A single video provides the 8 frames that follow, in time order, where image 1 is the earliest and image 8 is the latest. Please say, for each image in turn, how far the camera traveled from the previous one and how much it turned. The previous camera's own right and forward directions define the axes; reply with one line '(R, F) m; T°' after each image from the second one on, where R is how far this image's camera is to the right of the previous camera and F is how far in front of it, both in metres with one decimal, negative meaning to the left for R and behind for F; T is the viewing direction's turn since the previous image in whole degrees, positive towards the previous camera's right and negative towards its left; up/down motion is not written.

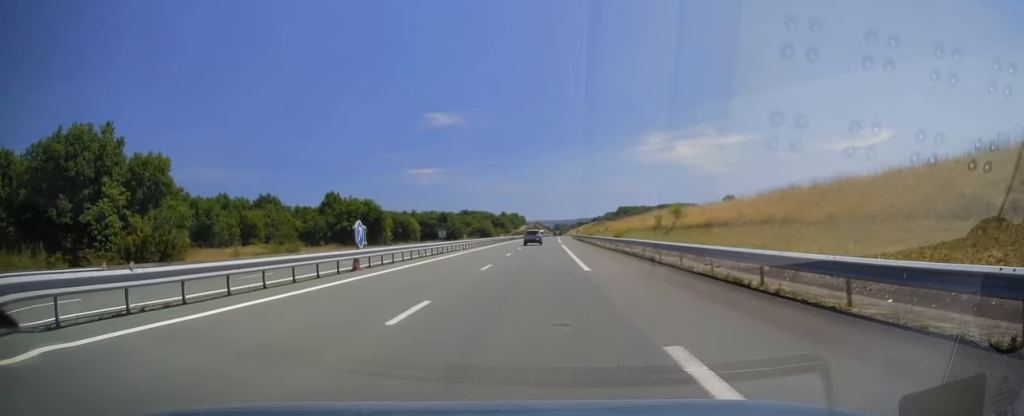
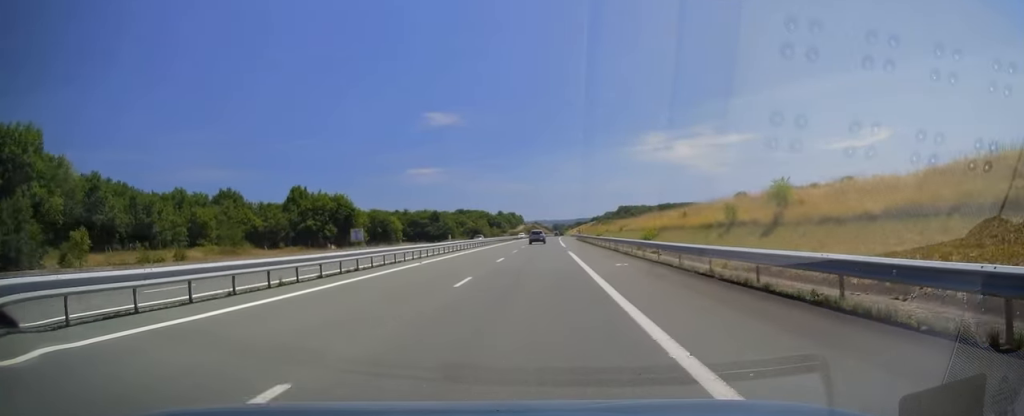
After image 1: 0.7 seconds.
(+0.2, +19.7) m; +1°
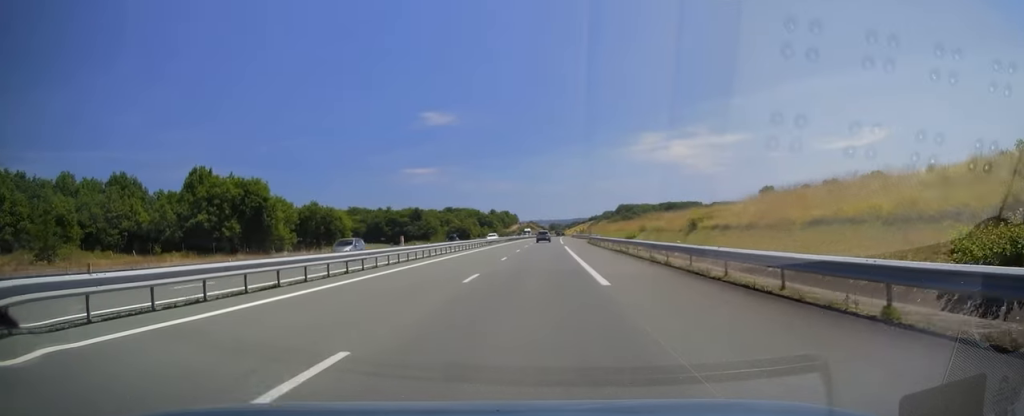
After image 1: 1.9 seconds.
(+0.3, +37.3) m; 0°
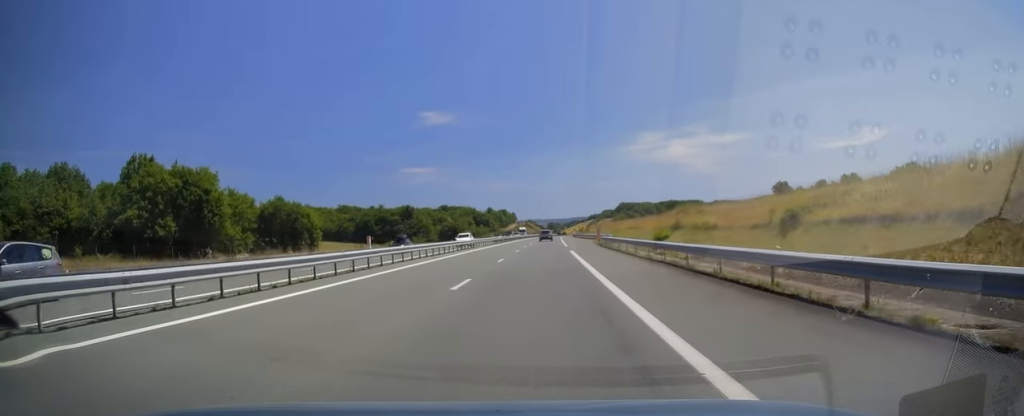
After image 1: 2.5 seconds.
(0.0, +15.3) m; 0°
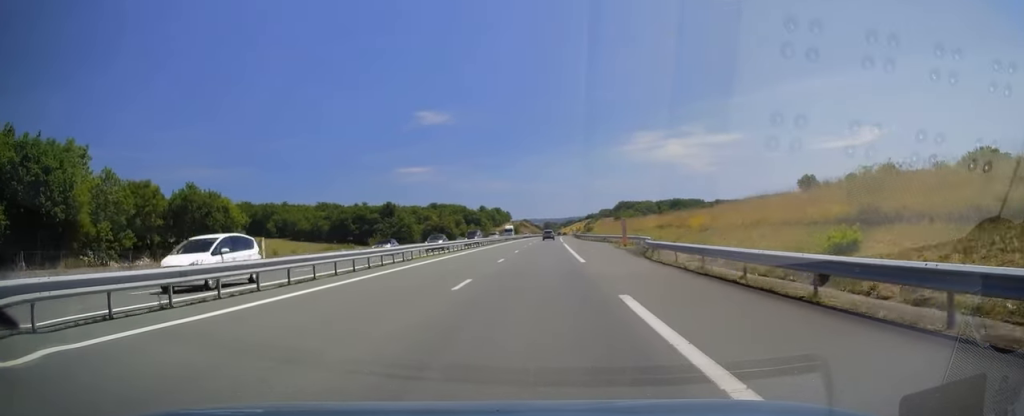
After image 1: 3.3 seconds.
(0.0, +26.1) m; 0°
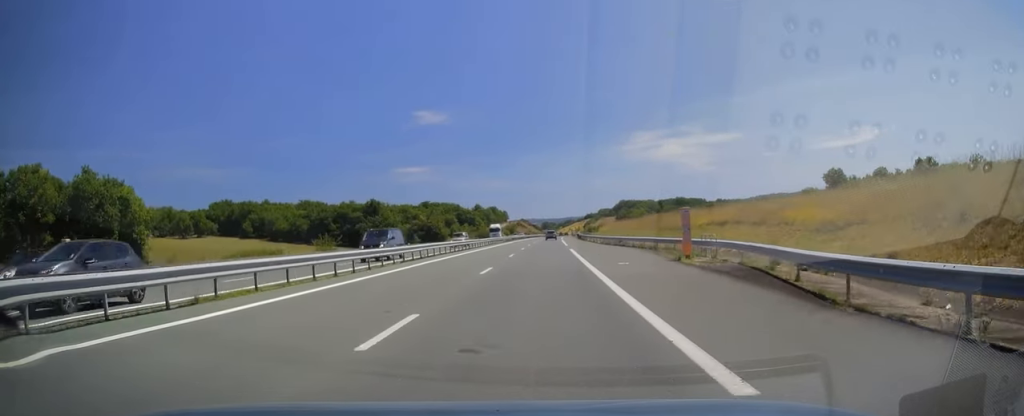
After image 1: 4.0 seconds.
(0.0, +20.2) m; +1°
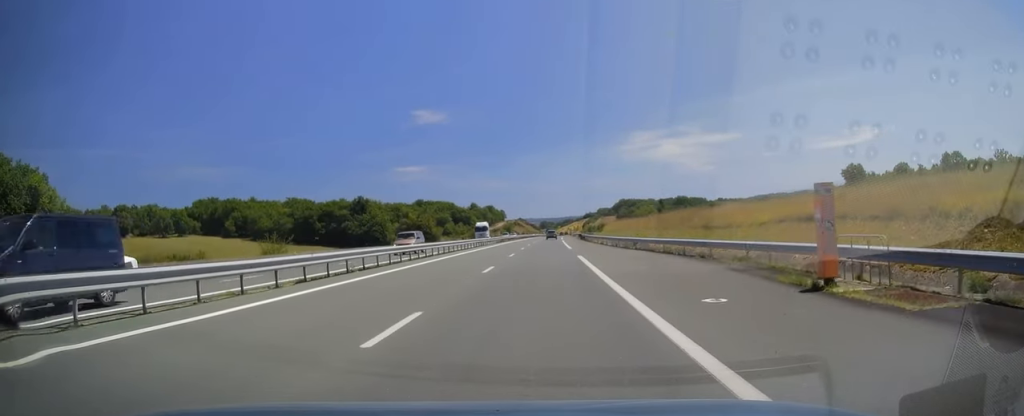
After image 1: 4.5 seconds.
(+0.1, +12.8) m; 0°
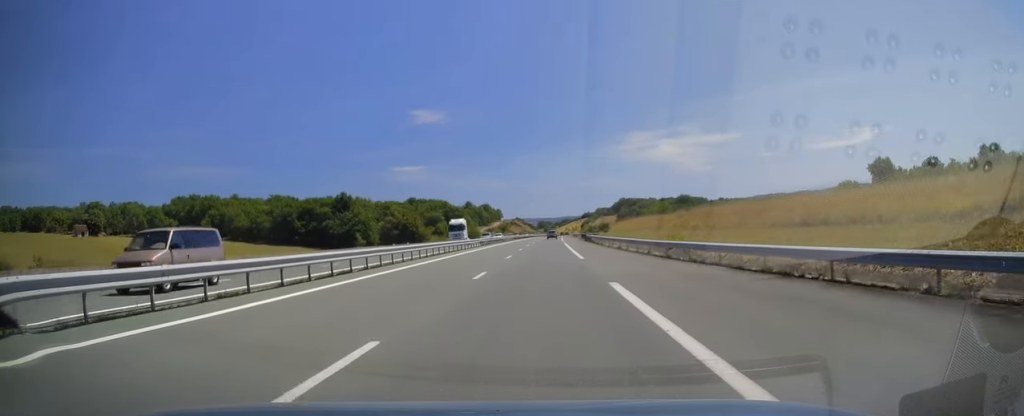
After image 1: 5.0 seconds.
(+0.2, +15.8) m; 0°
